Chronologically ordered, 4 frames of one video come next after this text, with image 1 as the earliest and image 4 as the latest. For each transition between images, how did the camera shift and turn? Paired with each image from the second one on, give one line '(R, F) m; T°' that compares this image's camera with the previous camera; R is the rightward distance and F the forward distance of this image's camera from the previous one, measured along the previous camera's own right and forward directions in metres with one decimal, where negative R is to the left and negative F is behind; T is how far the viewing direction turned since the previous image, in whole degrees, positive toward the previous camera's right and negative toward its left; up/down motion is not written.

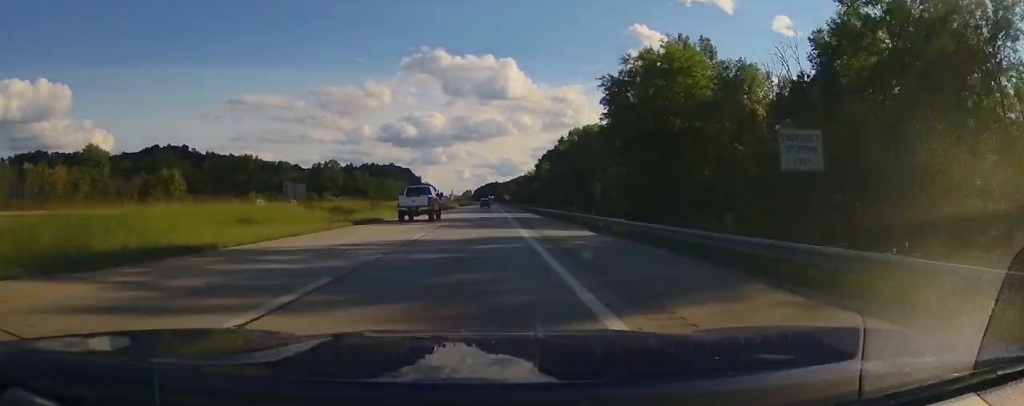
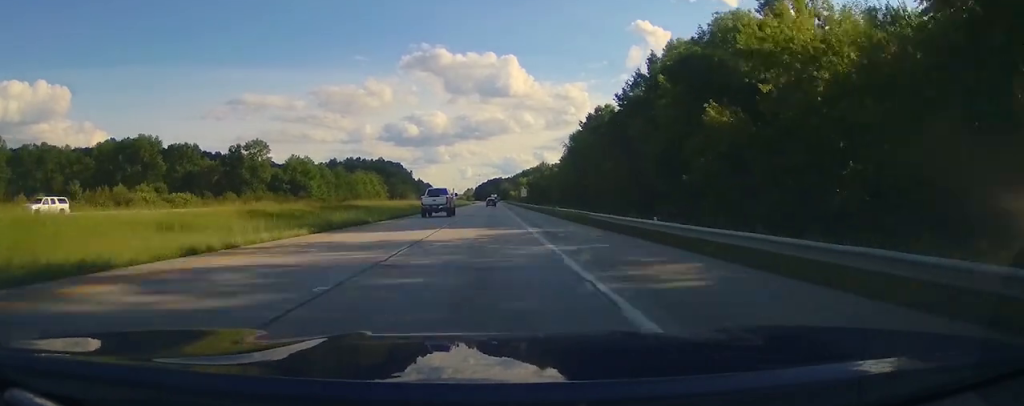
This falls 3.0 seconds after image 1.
(-0.1, +103.1) m; 0°
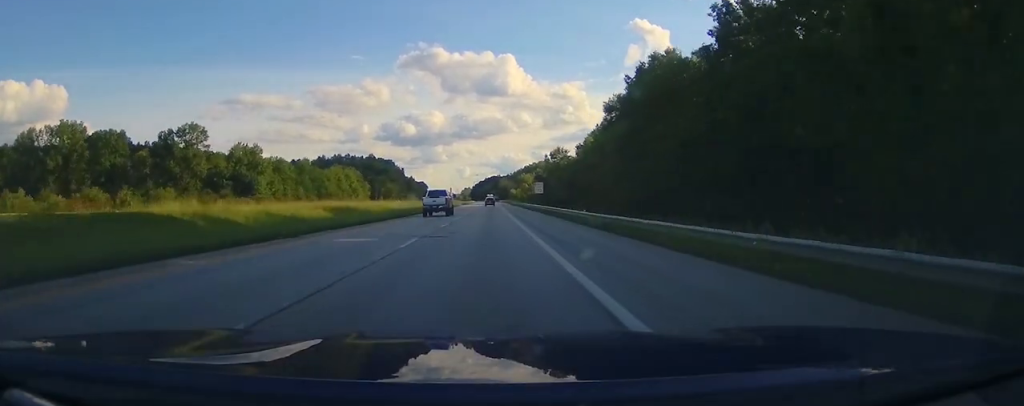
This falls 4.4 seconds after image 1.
(0.0, +46.1) m; 0°
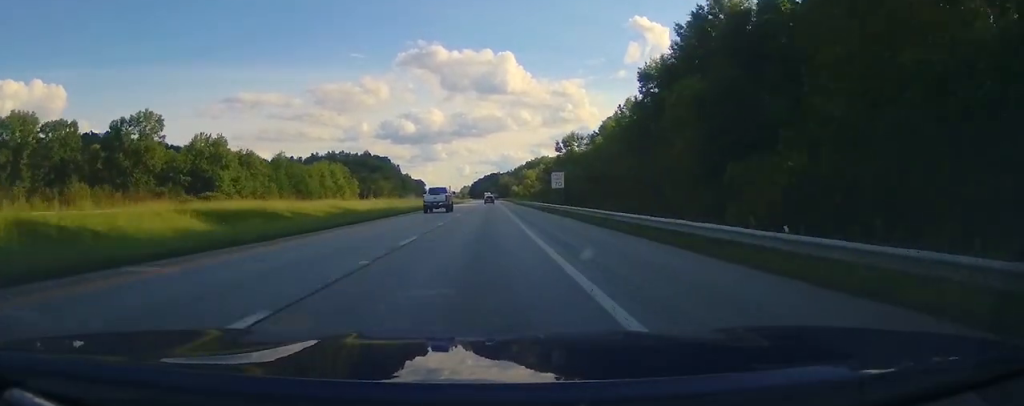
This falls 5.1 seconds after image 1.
(0.0, +23.6) m; 0°
